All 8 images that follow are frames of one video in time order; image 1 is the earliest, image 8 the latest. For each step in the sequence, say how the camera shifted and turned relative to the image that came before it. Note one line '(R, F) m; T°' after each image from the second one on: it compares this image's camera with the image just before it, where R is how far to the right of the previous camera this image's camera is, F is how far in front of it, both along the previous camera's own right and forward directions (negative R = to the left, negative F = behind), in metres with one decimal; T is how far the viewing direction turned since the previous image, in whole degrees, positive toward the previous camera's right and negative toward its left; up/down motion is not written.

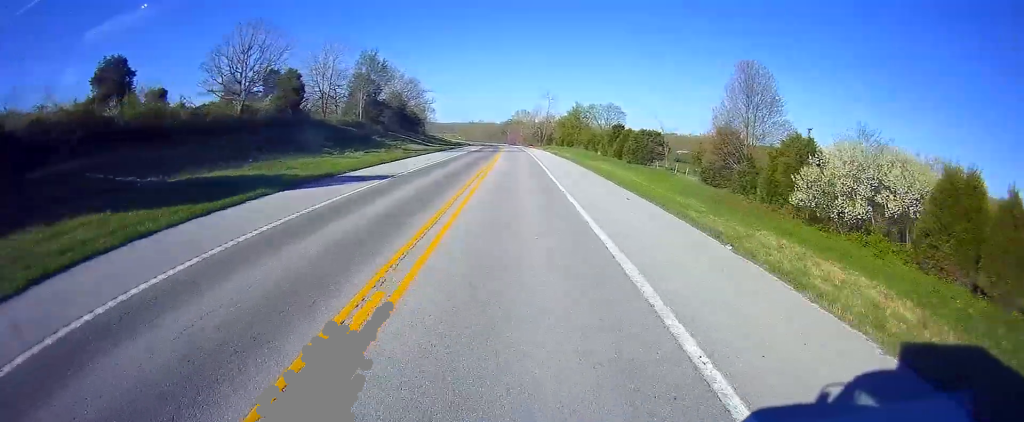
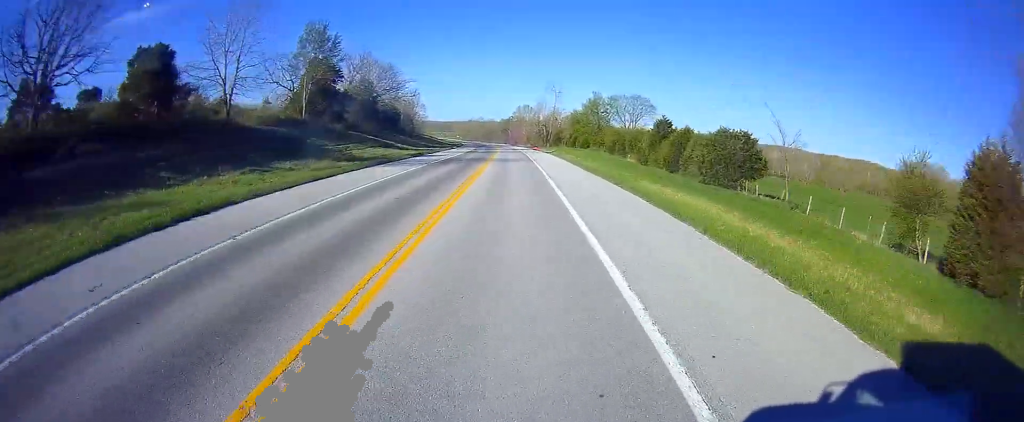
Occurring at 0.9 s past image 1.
(-0.1, +29.1) m; 0°
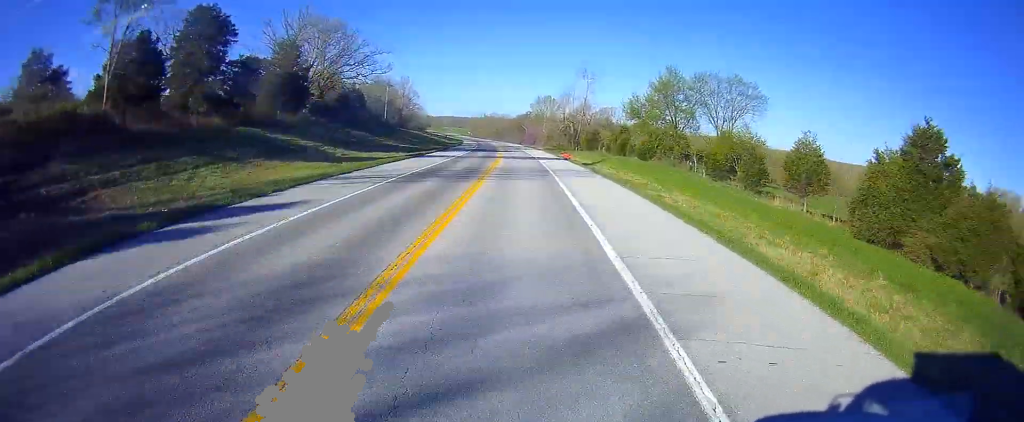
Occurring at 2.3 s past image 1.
(+0.1, +43.9) m; -1°
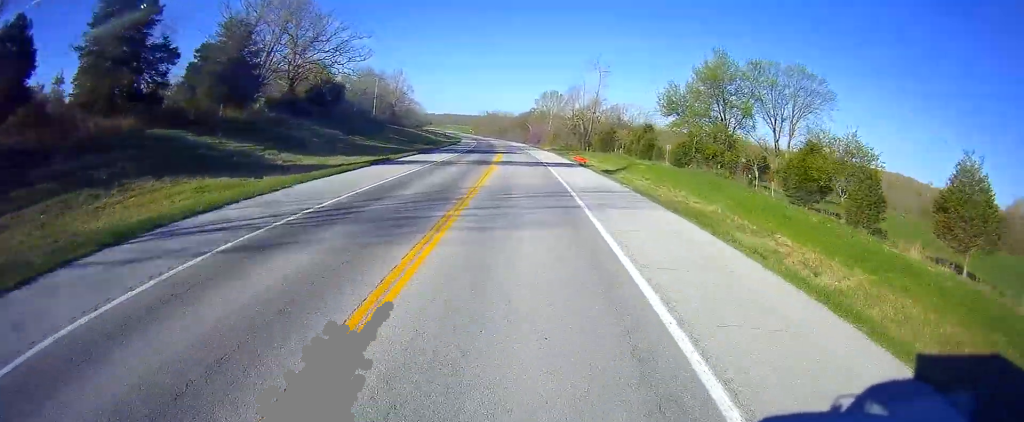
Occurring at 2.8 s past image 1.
(-0.2, +14.6) m; -1°
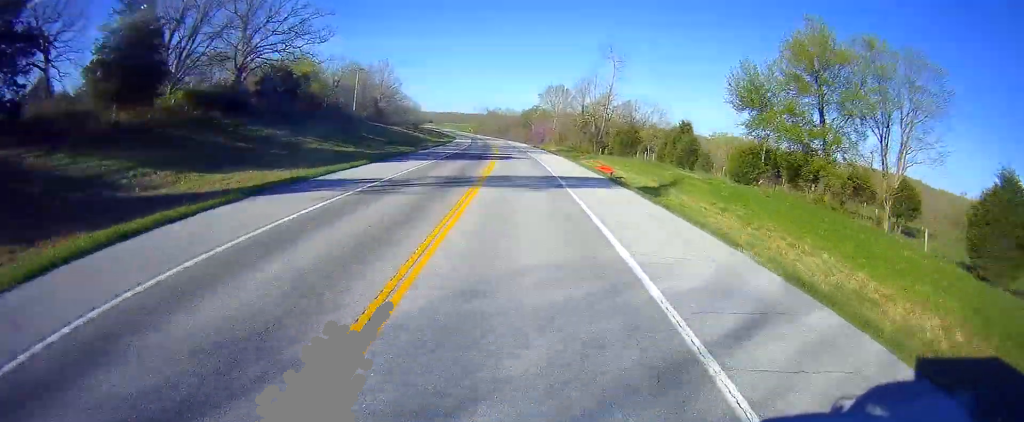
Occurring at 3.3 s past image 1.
(-0.1, +16.7) m; -1°
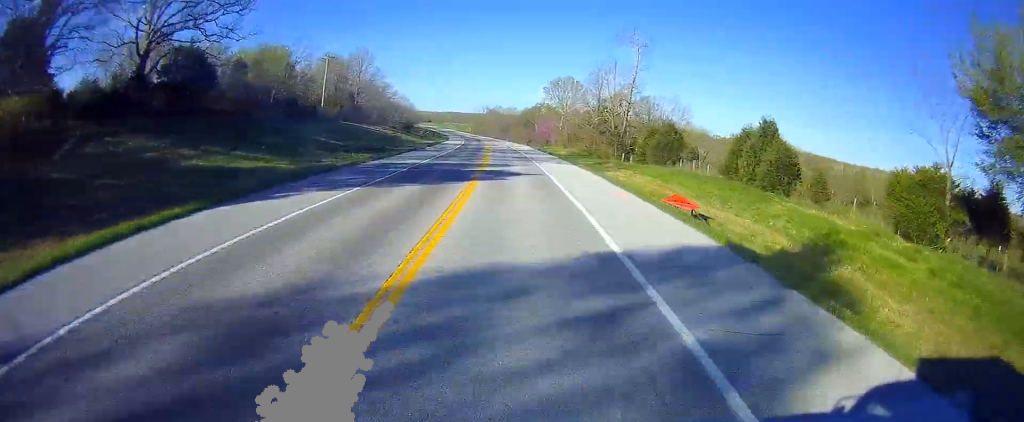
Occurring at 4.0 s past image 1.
(0.0, +19.9) m; -1°
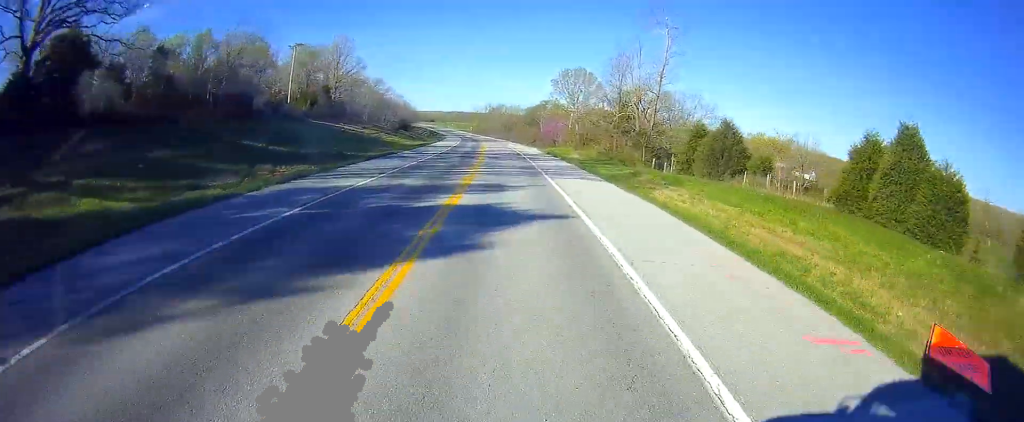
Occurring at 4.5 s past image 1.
(-0.2, +15.7) m; -1°
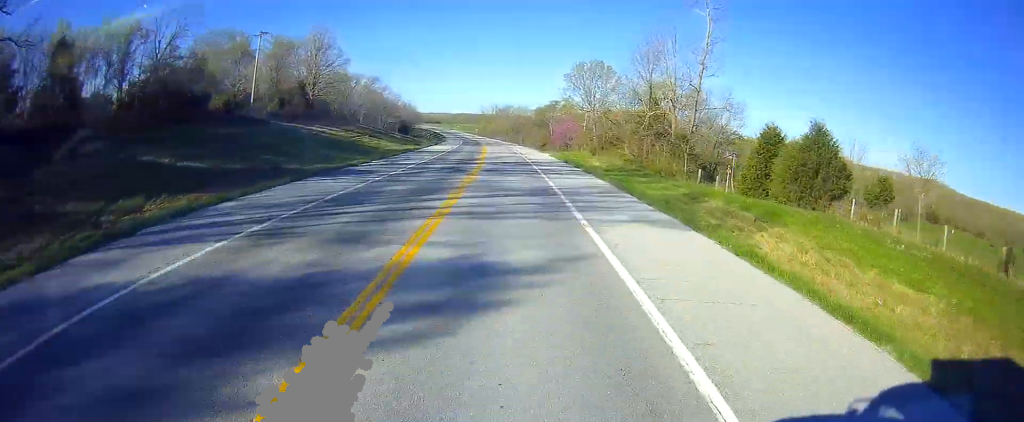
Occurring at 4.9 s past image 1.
(-0.1, +13.6) m; -1°
